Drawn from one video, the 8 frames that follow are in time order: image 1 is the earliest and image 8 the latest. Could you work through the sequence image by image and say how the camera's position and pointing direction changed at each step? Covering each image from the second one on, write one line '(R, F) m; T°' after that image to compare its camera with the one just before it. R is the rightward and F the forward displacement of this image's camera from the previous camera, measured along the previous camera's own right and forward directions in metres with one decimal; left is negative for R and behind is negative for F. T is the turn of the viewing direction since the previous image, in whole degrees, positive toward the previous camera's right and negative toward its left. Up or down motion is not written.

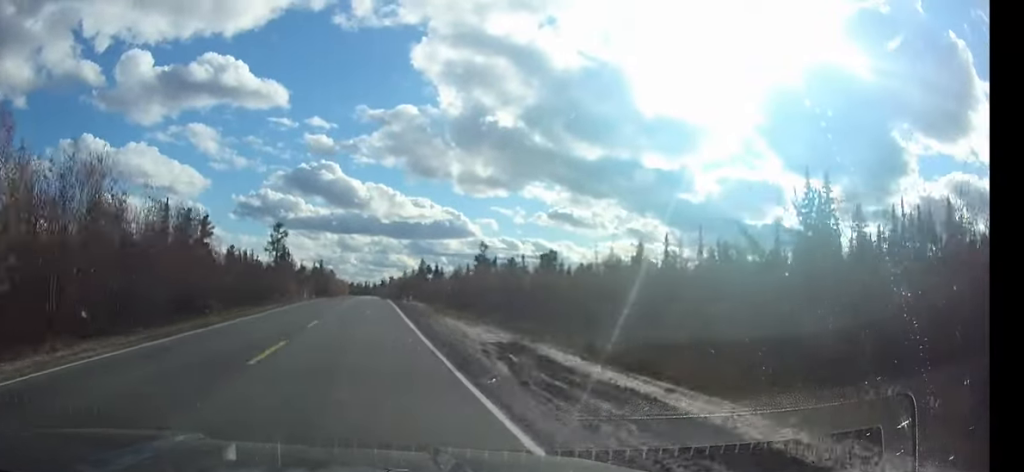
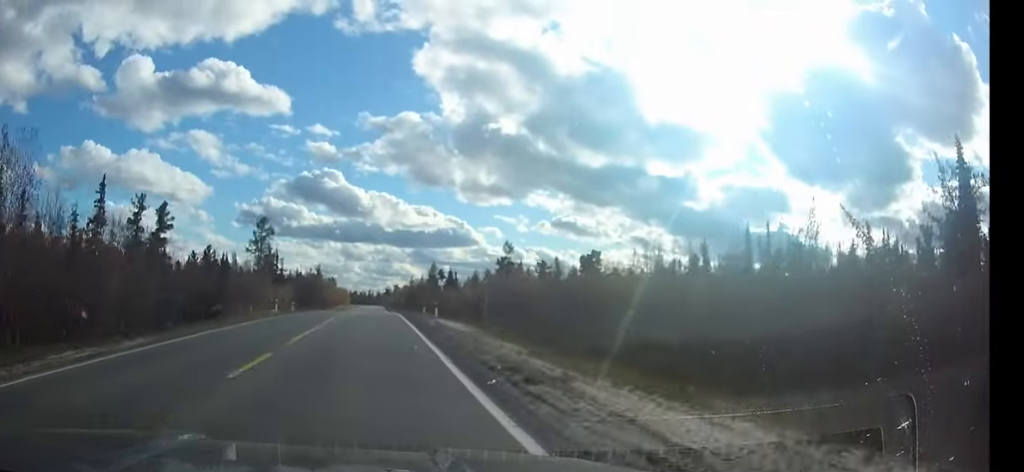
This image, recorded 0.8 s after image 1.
(0.0, +23.6) m; 0°
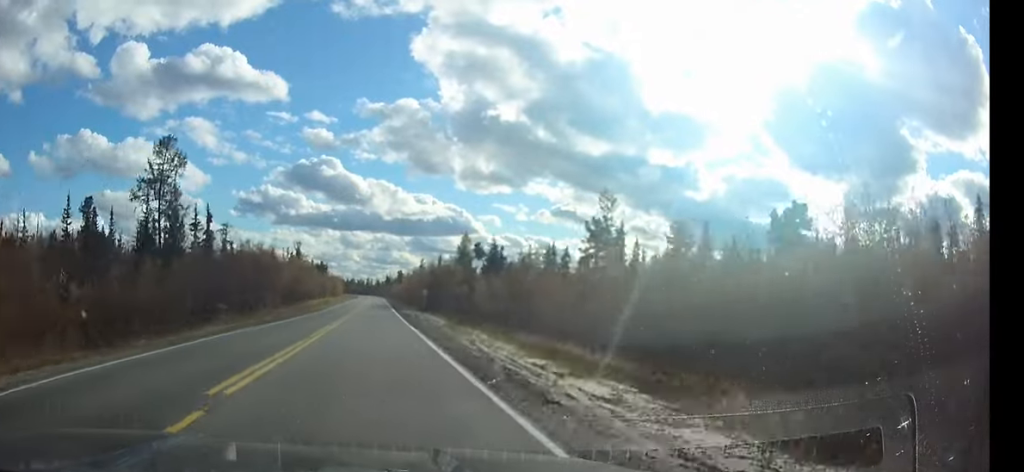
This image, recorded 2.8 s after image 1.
(+0.1, +56.5) m; 0°
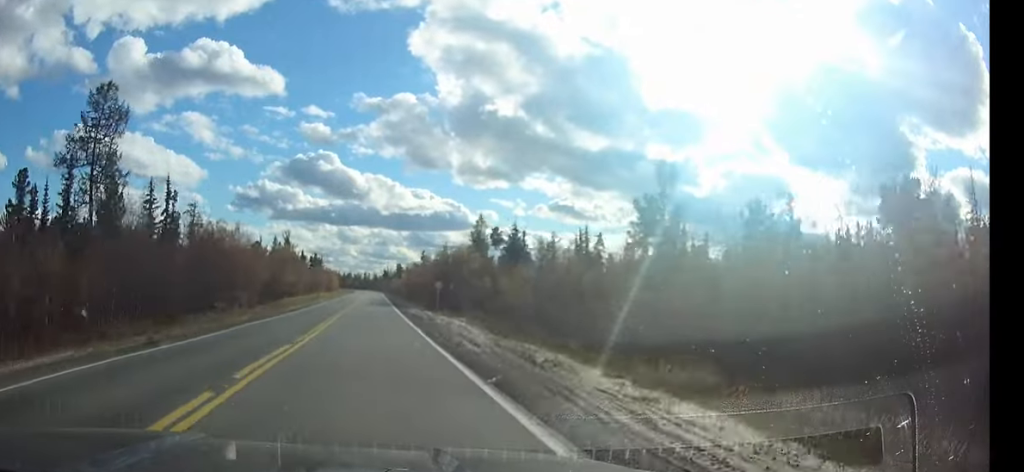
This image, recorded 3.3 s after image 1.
(0.0, +15.7) m; 0°
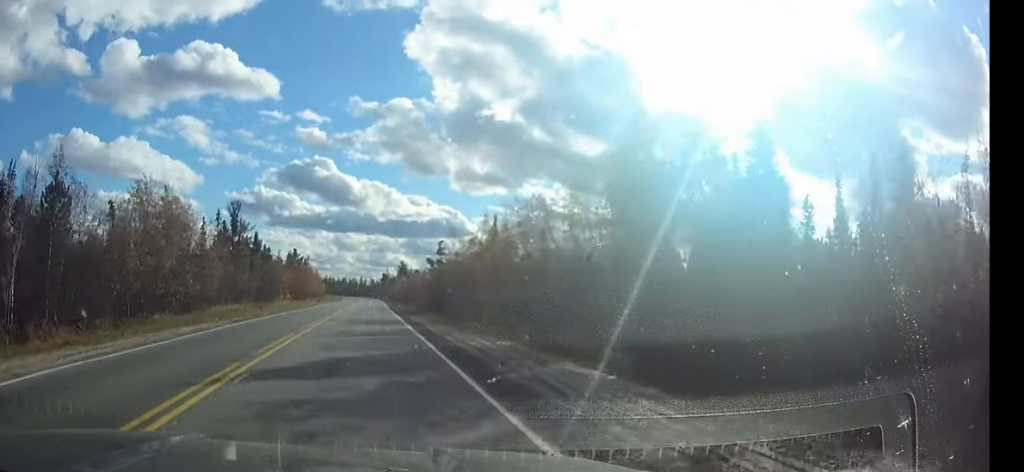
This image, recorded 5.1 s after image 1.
(+0.1, +52.8) m; 0°
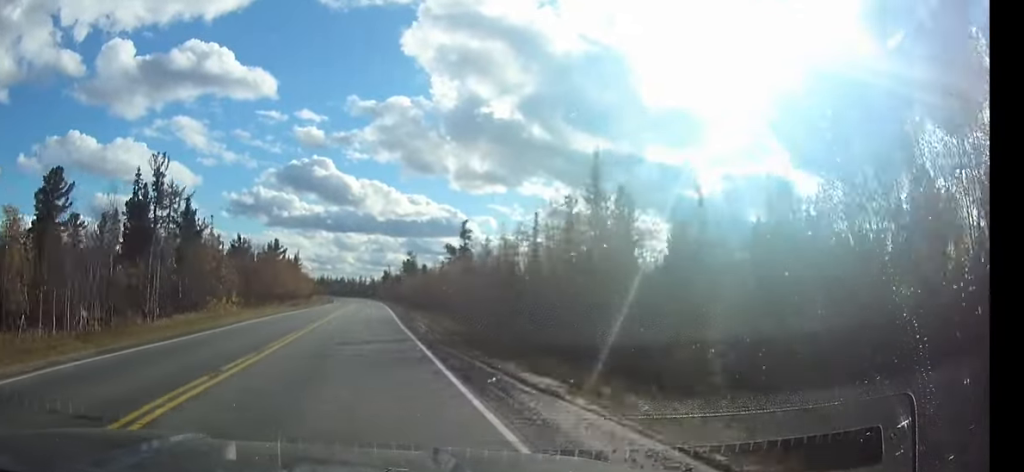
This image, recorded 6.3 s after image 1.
(-0.1, +34.2) m; 0°
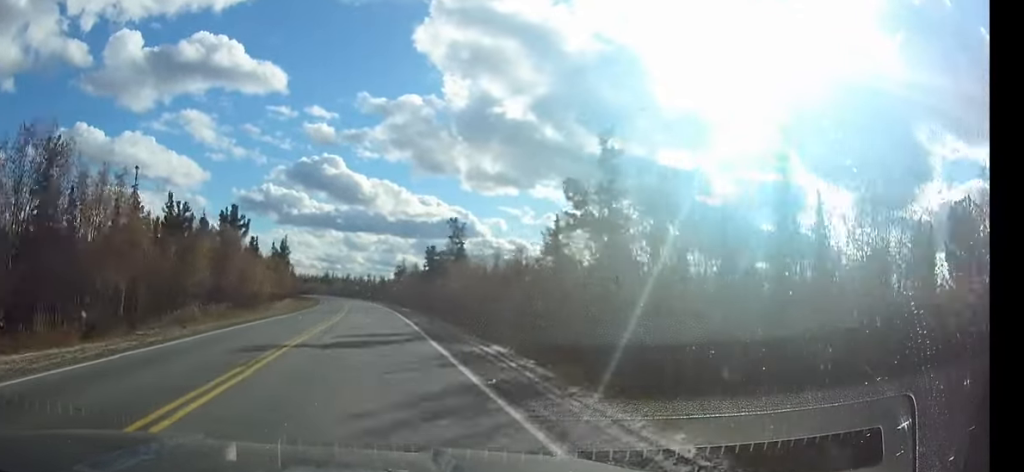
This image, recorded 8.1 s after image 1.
(-0.3, +53.7) m; -1°
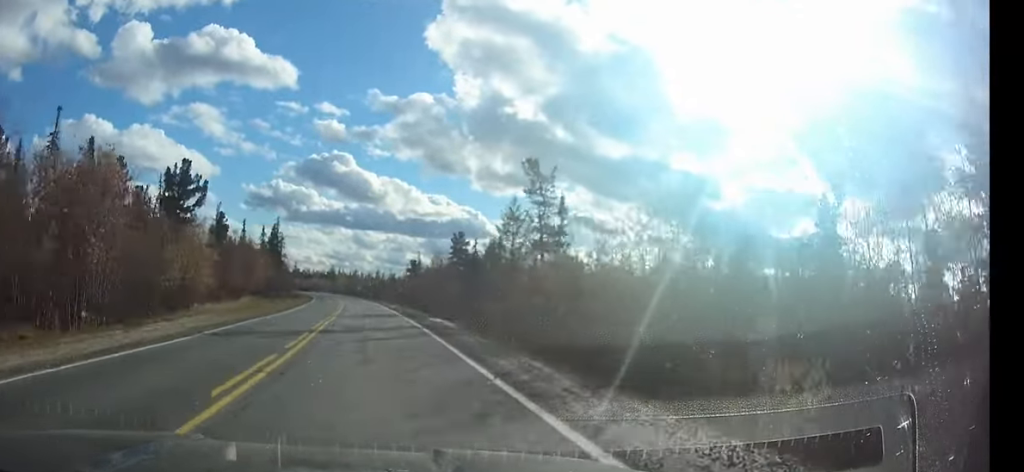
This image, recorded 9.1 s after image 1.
(-0.4, +28.6) m; -1°
